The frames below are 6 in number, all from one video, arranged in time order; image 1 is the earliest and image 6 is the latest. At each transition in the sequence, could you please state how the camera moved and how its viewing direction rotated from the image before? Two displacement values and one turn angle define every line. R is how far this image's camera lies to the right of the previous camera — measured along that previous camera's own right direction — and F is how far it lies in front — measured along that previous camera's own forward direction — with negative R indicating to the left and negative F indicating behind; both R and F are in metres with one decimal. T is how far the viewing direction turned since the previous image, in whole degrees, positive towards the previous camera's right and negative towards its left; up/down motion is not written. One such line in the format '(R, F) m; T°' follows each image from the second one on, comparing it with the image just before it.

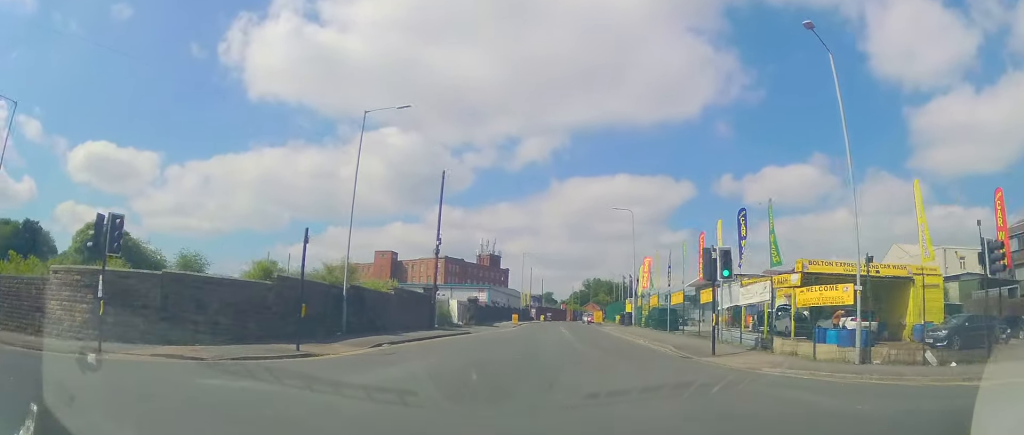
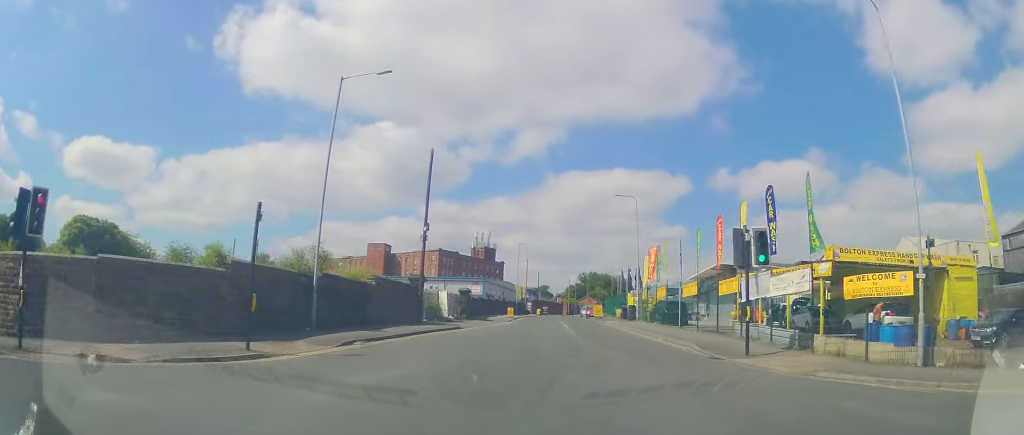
(0.0, +3.1) m; +1°
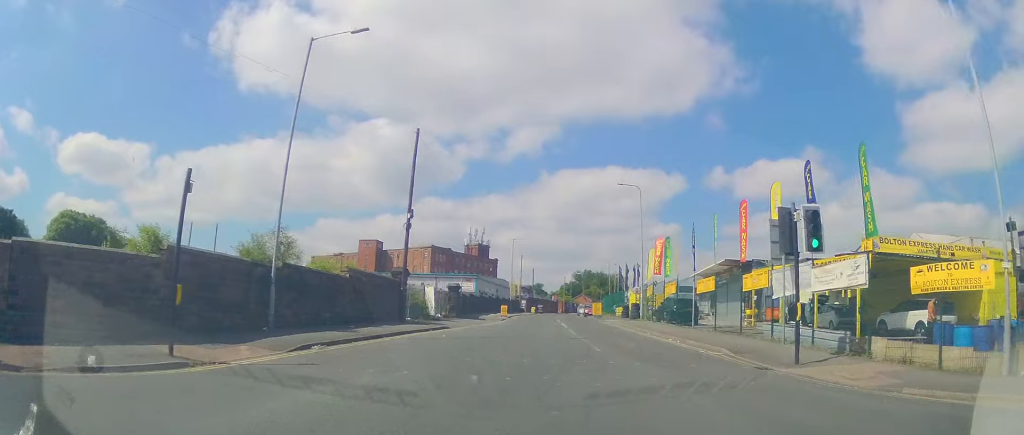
(+0.1, +3.3) m; +1°
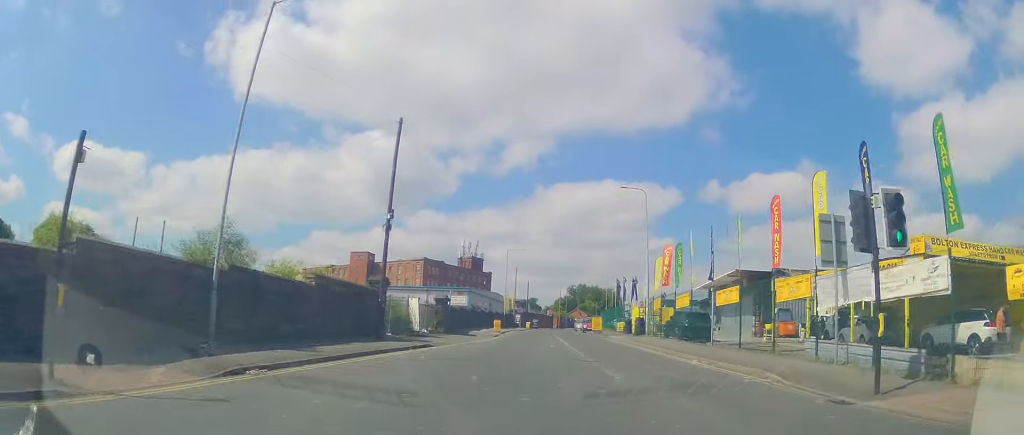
(+0.1, +3.3) m; +1°
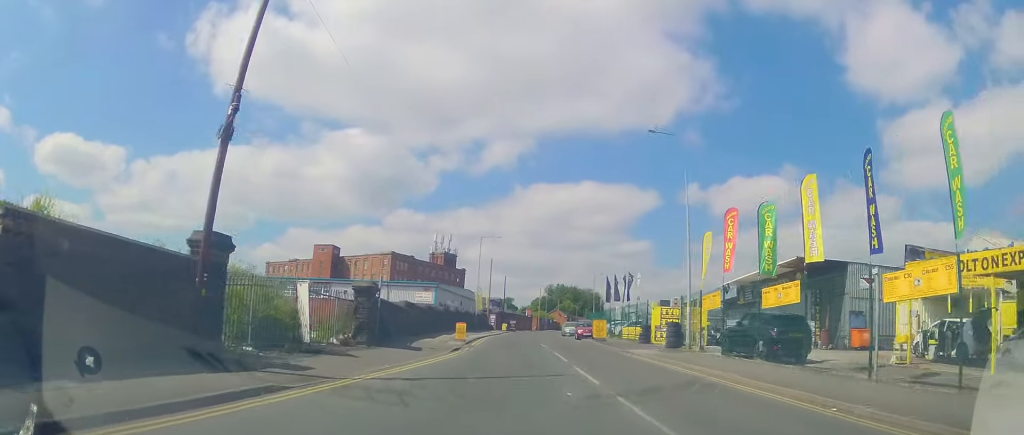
(+0.2, +13.1) m; +2°
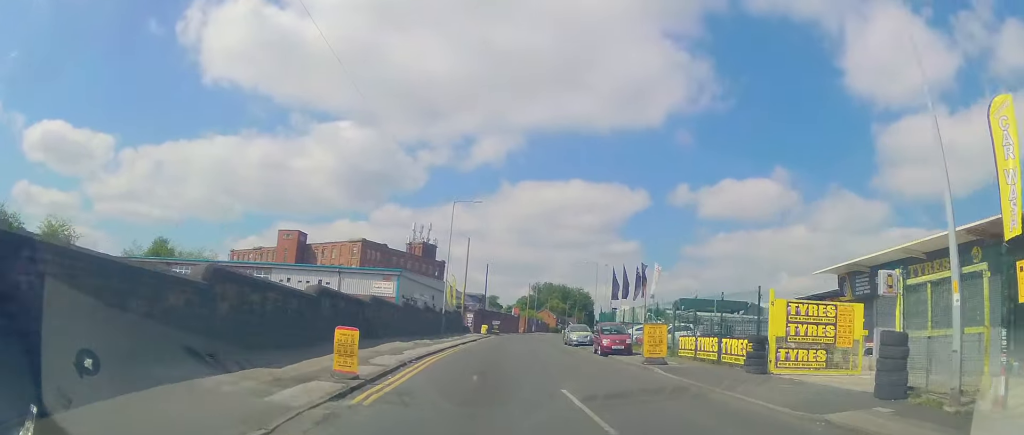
(+0.1, +17.4) m; 0°
